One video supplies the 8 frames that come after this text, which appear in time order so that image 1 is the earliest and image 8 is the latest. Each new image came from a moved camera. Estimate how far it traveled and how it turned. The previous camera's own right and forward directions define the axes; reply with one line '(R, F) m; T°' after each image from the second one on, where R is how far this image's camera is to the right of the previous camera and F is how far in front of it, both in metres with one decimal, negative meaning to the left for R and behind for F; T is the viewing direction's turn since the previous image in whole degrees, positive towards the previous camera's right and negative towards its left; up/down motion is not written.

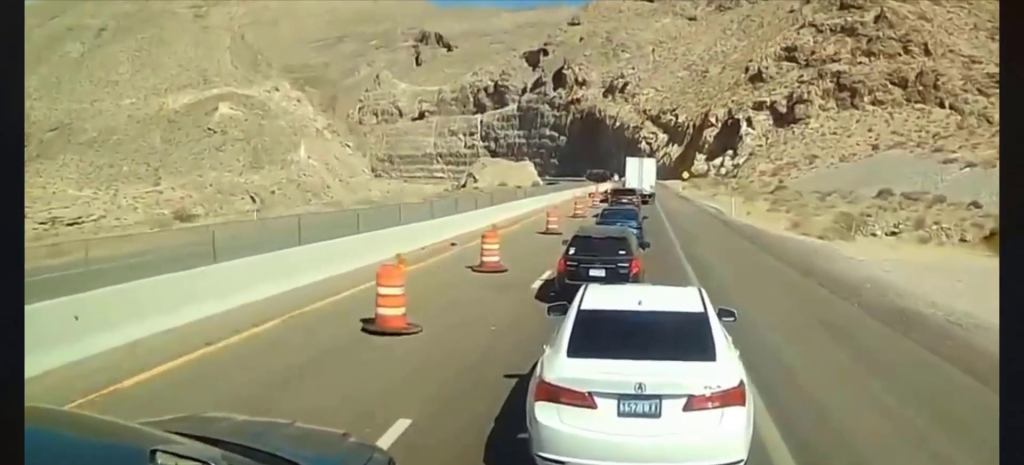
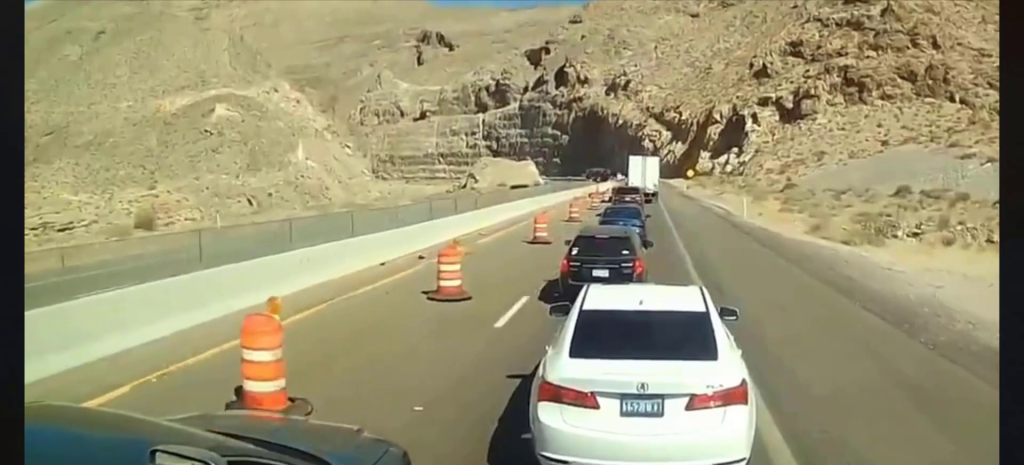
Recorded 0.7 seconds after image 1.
(0.0, +4.1) m; 0°
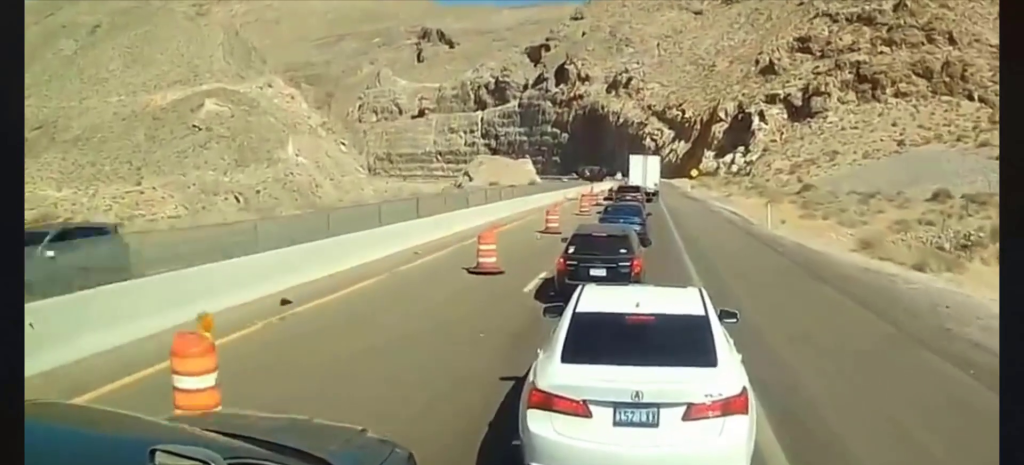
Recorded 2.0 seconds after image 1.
(0.0, +8.3) m; 0°
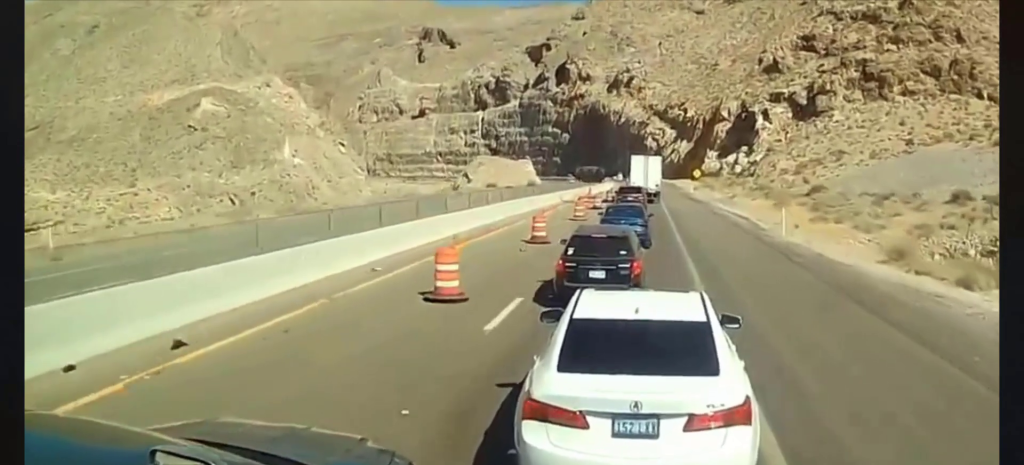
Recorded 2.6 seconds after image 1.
(0.0, +3.4) m; 0°
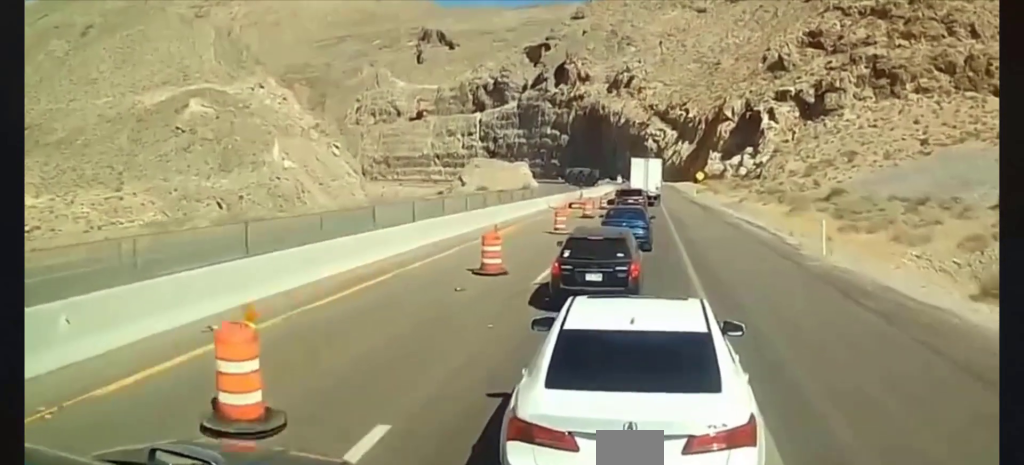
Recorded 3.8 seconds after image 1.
(0.0, +7.1) m; -1°
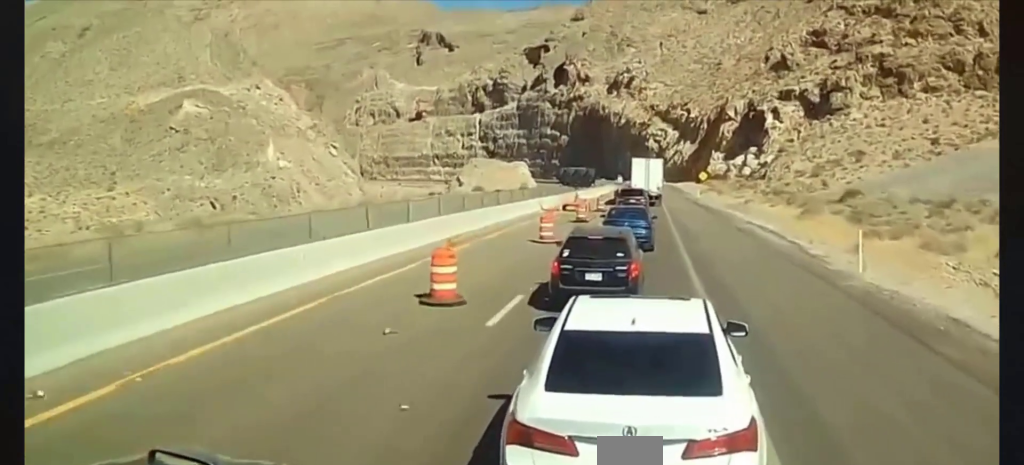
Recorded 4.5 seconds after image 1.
(0.0, +4.1) m; 0°
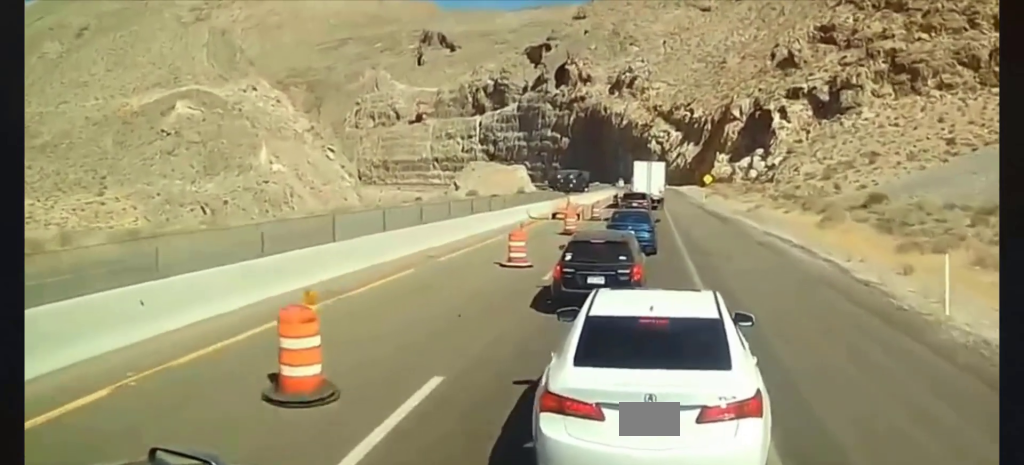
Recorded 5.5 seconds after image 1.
(0.0, +6.1) m; 0°
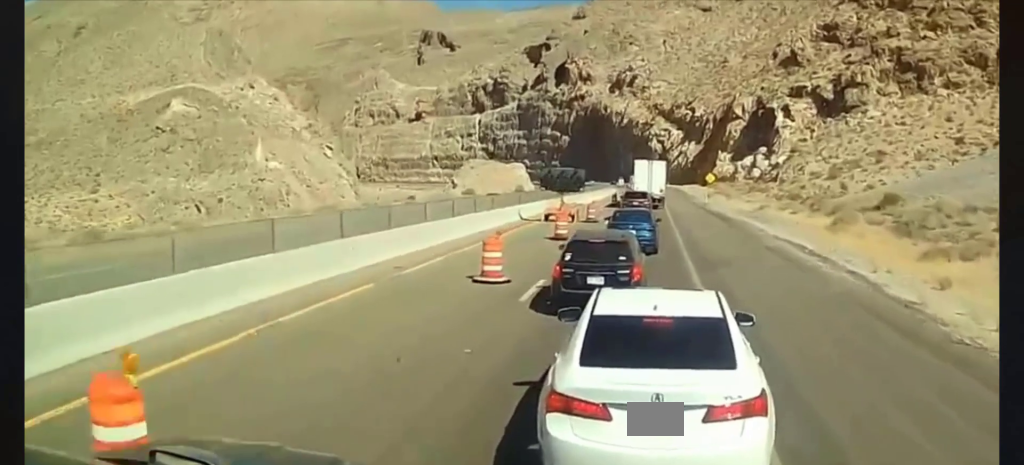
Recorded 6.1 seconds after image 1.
(0.0, +3.3) m; 0°
